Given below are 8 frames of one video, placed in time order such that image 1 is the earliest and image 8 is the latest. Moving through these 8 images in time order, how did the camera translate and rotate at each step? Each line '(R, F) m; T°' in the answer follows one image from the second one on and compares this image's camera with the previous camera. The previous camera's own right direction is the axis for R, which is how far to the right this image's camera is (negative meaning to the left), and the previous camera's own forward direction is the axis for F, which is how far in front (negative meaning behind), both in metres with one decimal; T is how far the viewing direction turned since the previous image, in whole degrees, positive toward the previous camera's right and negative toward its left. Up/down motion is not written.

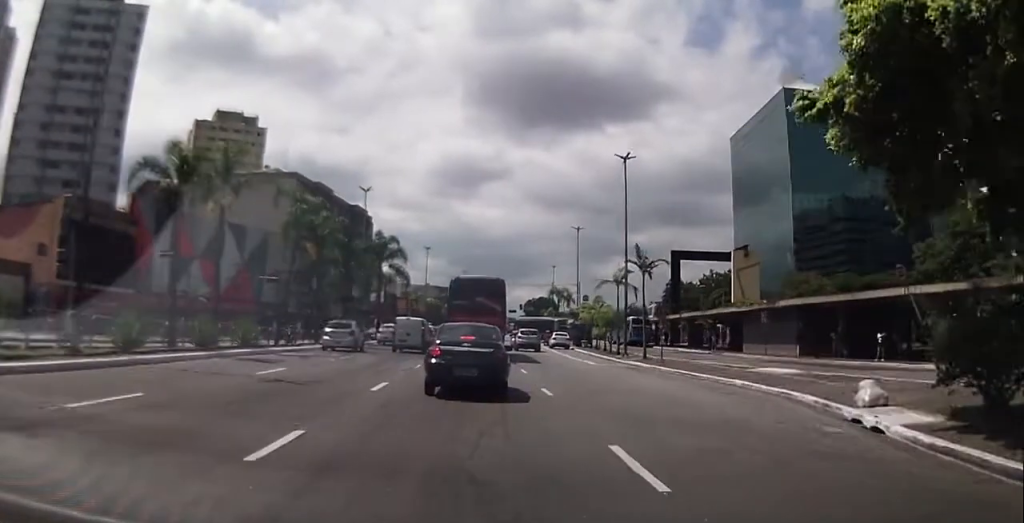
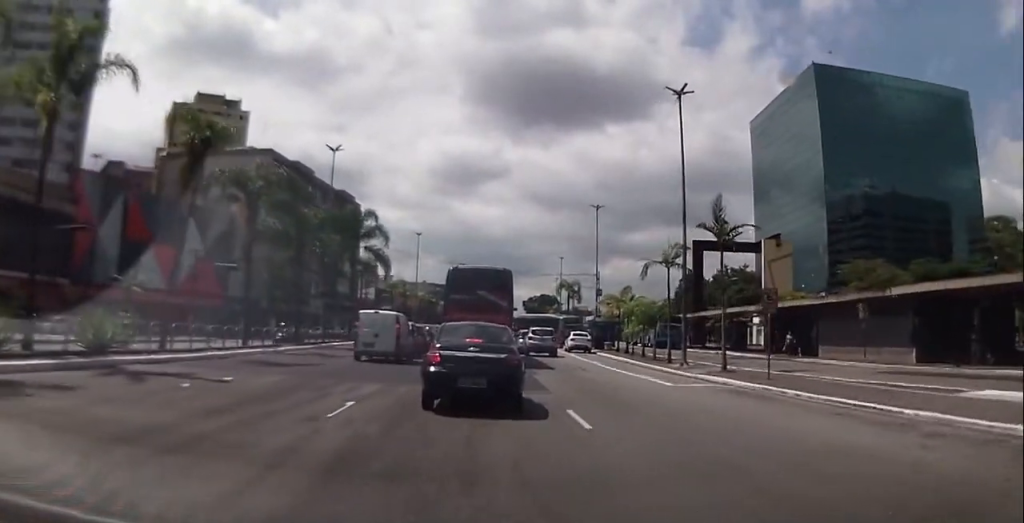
(+0.1, +12.9) m; 0°
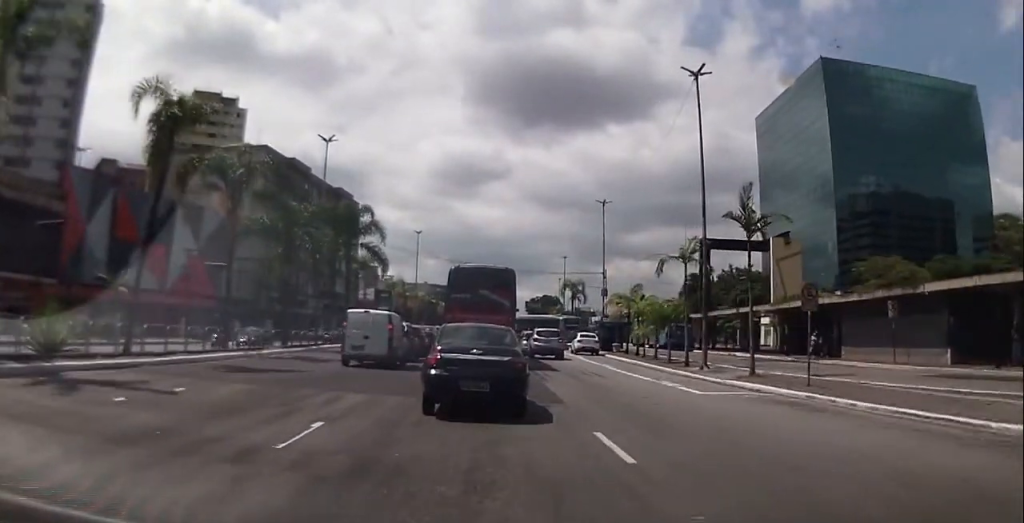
(0.0, +2.6) m; -3°
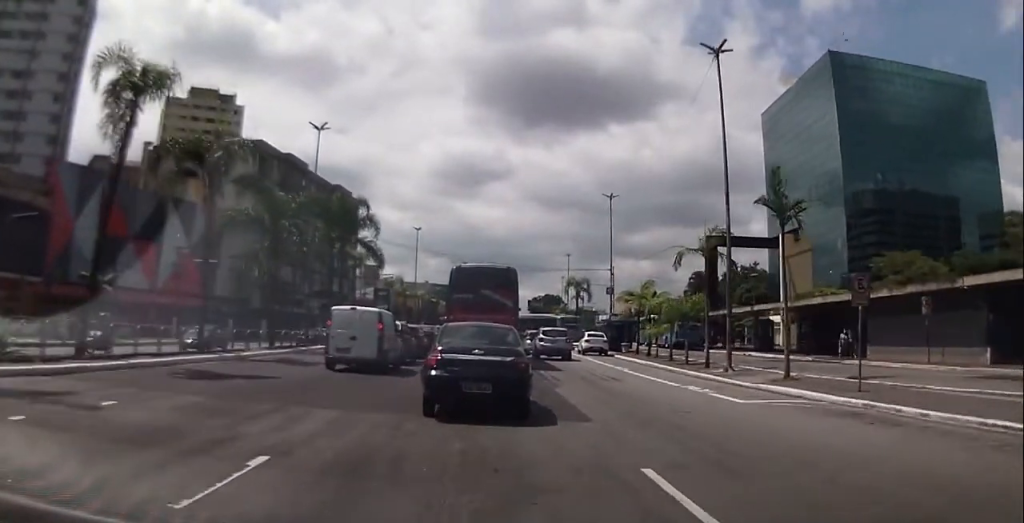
(-0.3, +2.7) m; -1°
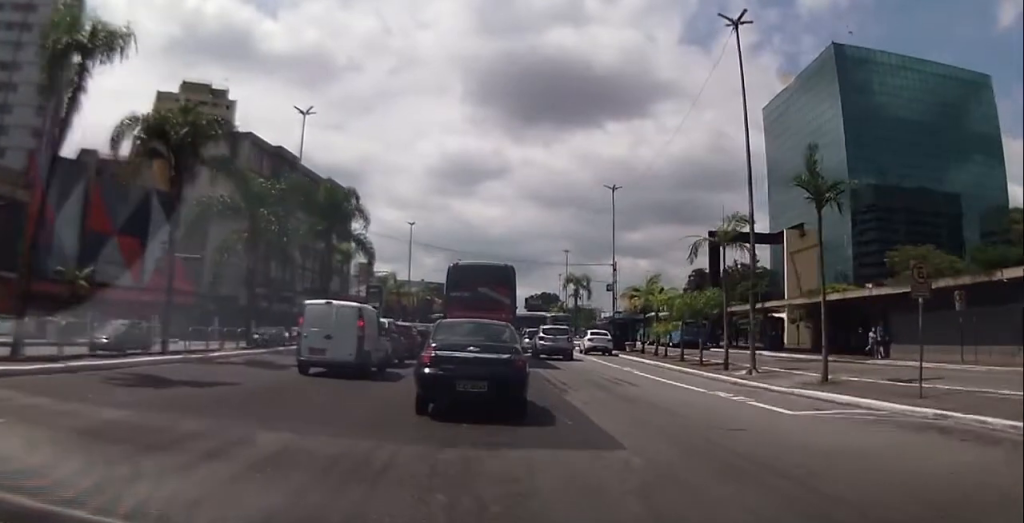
(+0.1, +2.6) m; +3°
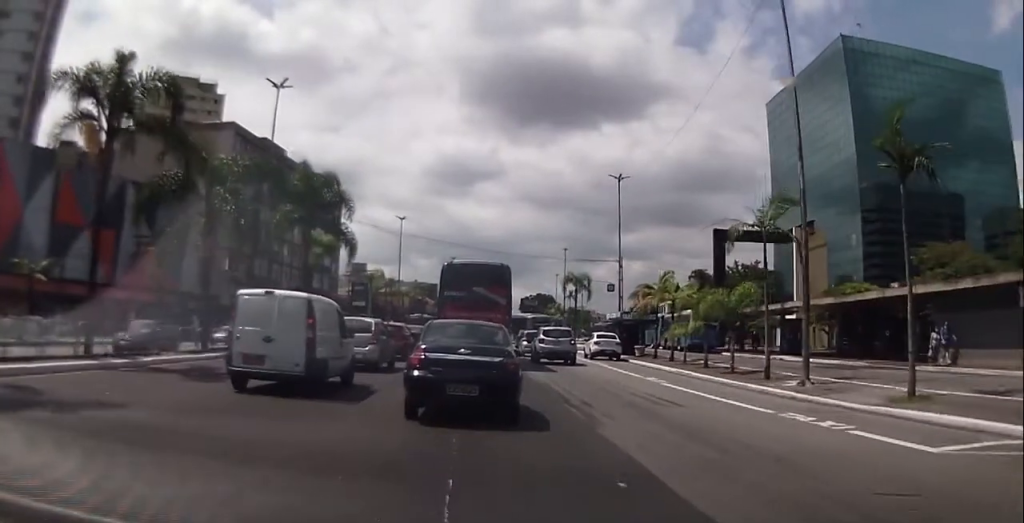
(+0.2, +4.2) m; -1°
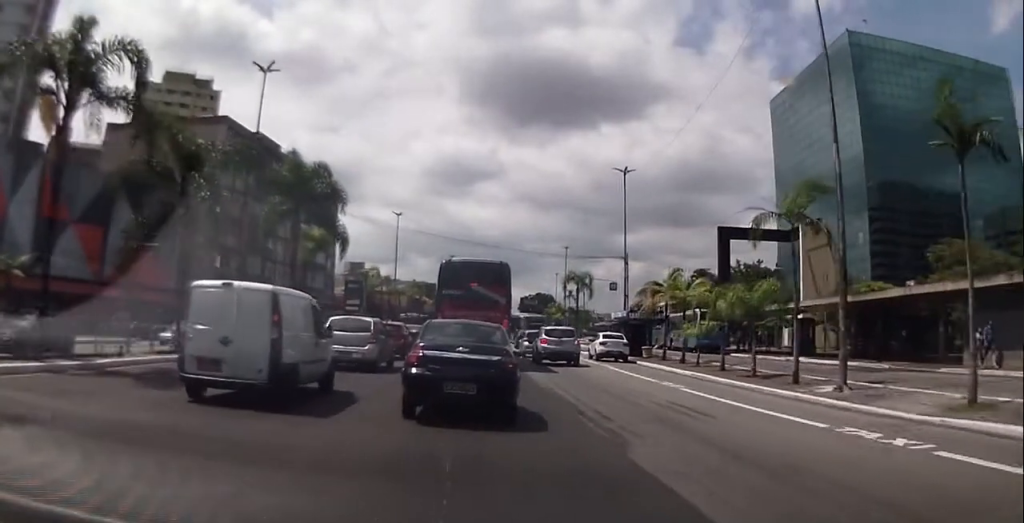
(-0.1, +2.1) m; 0°
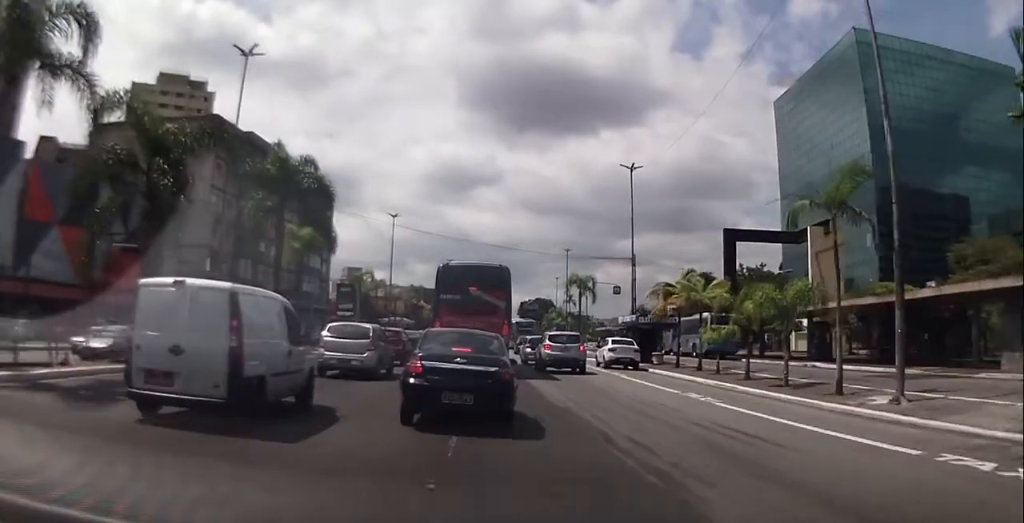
(-0.4, +2.6) m; +5°
